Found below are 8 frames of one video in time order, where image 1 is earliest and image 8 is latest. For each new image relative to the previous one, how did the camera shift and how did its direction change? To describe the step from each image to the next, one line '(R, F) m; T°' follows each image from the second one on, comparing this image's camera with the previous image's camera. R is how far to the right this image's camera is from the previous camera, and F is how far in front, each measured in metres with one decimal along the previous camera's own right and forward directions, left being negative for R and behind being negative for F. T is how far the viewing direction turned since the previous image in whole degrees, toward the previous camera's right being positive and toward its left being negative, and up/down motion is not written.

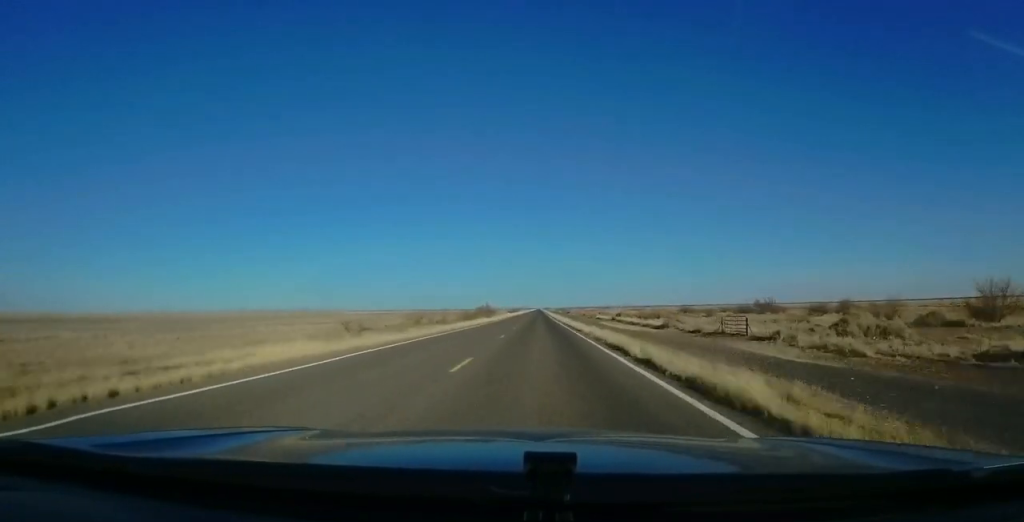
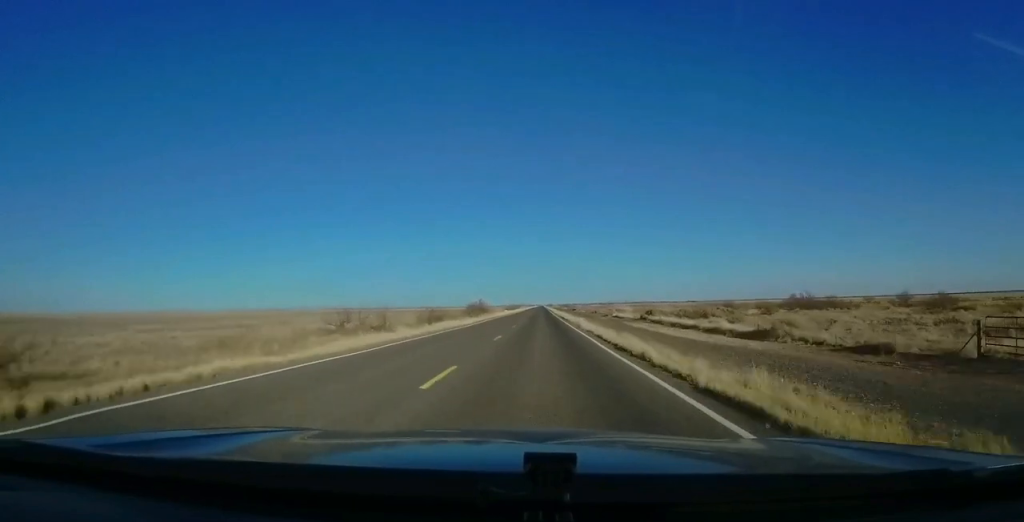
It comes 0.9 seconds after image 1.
(0.0, +26.8) m; -1°
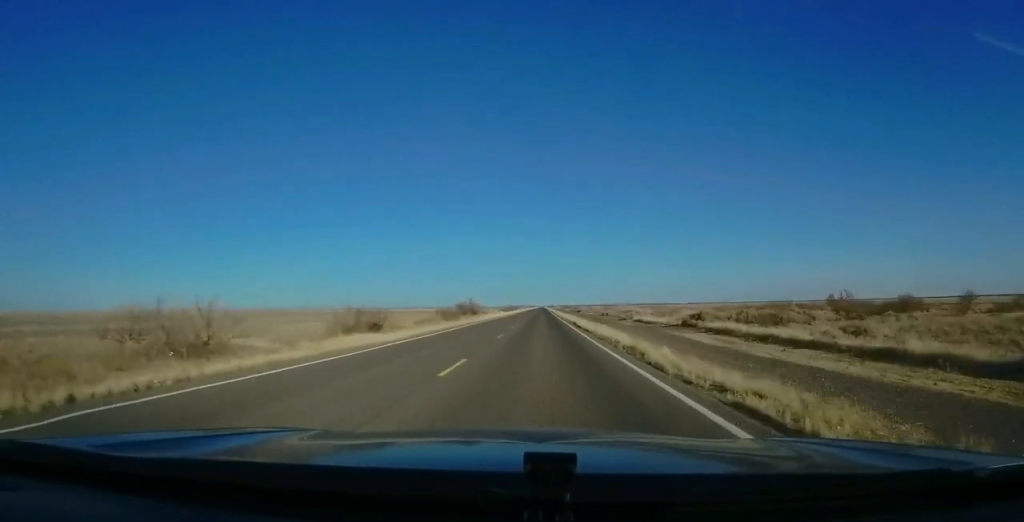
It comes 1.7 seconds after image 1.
(-0.2, +22.9) m; 0°
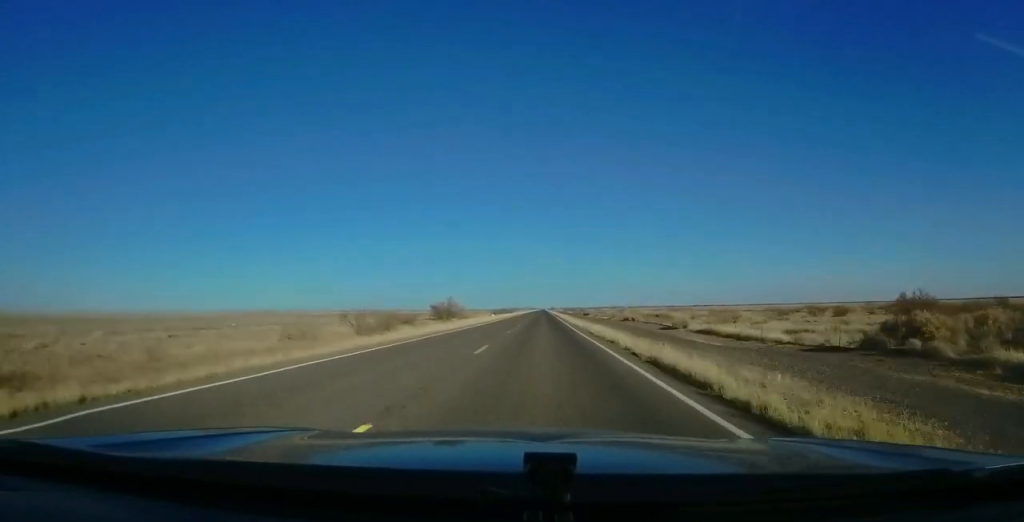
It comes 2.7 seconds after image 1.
(+0.2, +31.8) m; +1°
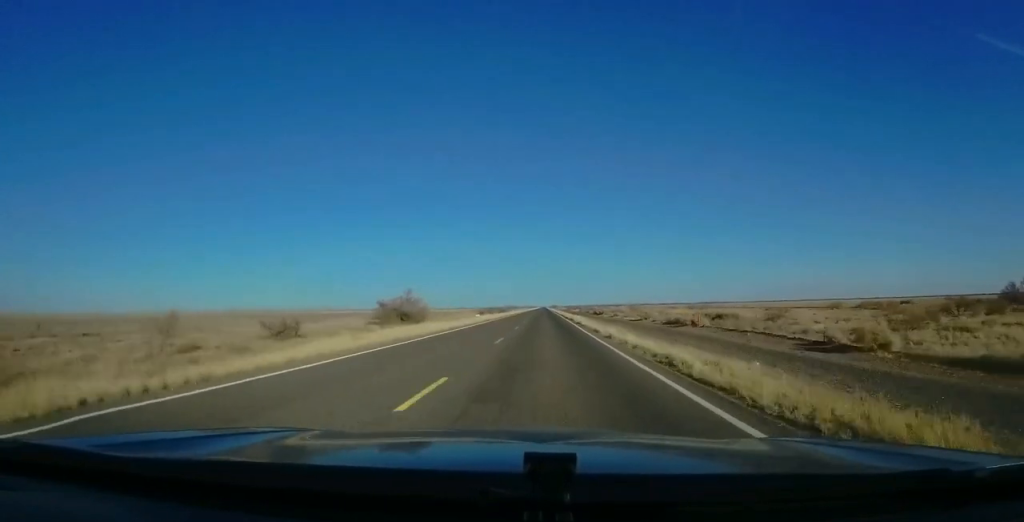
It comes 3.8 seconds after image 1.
(+0.3, +32.7) m; 0°
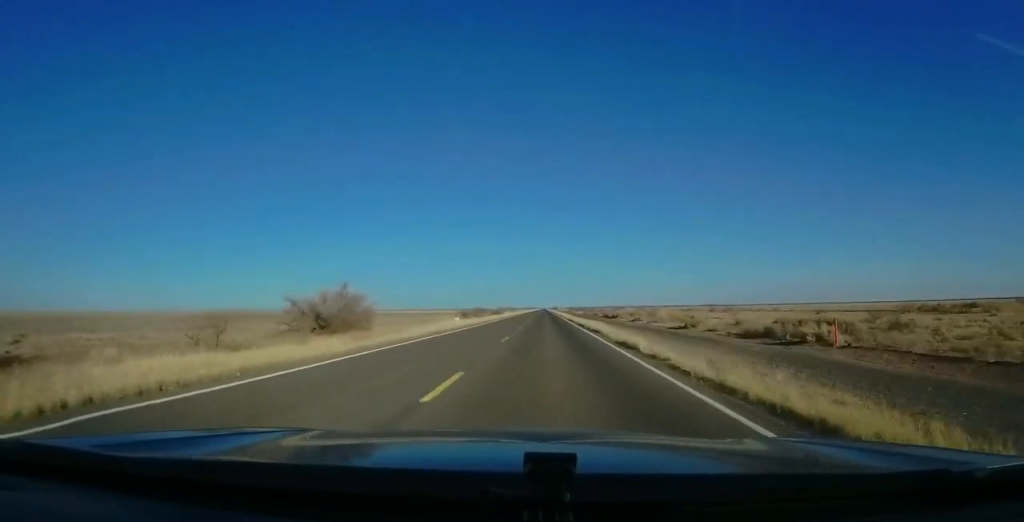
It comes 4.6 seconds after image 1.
(-0.3, +23.8) m; -1°
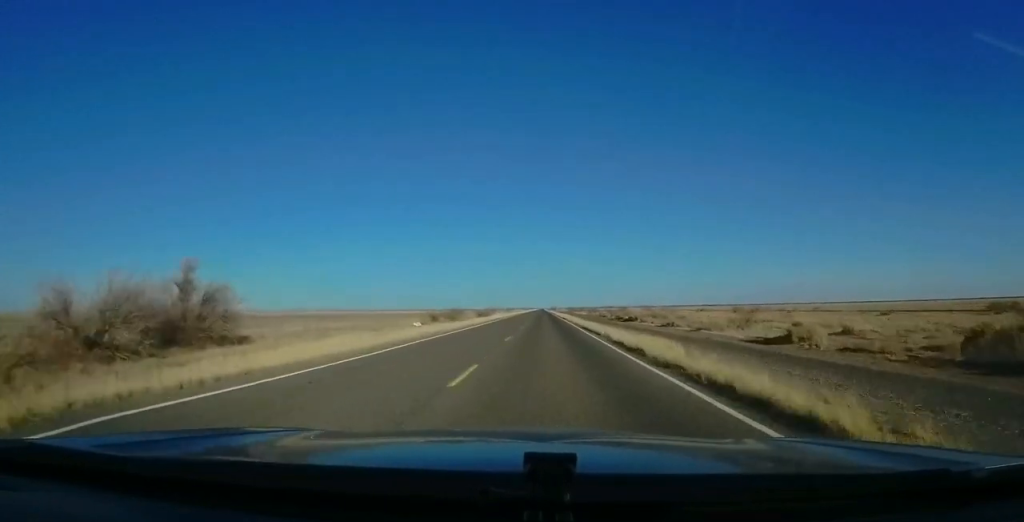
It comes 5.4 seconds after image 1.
(-0.1, +22.9) m; +1°
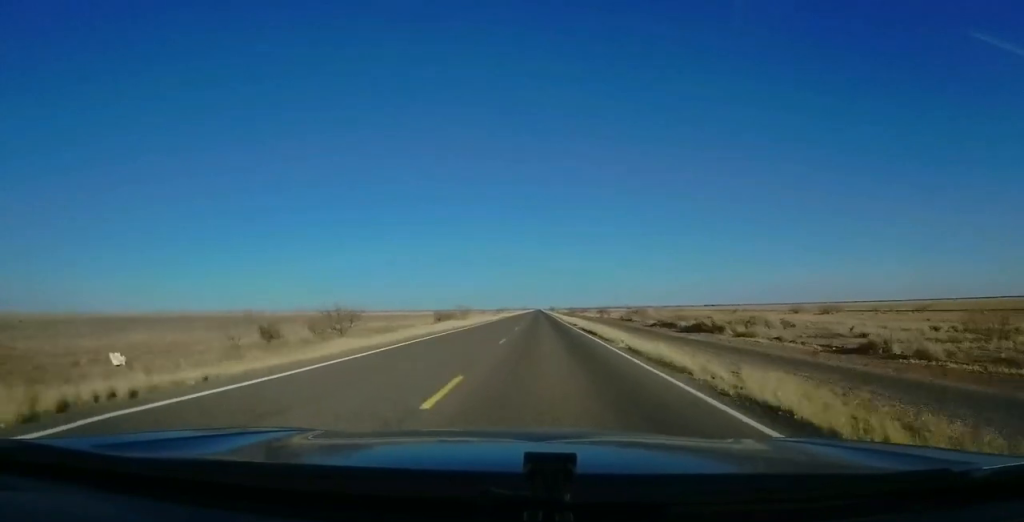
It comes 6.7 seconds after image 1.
(+0.4, +38.9) m; 0°
